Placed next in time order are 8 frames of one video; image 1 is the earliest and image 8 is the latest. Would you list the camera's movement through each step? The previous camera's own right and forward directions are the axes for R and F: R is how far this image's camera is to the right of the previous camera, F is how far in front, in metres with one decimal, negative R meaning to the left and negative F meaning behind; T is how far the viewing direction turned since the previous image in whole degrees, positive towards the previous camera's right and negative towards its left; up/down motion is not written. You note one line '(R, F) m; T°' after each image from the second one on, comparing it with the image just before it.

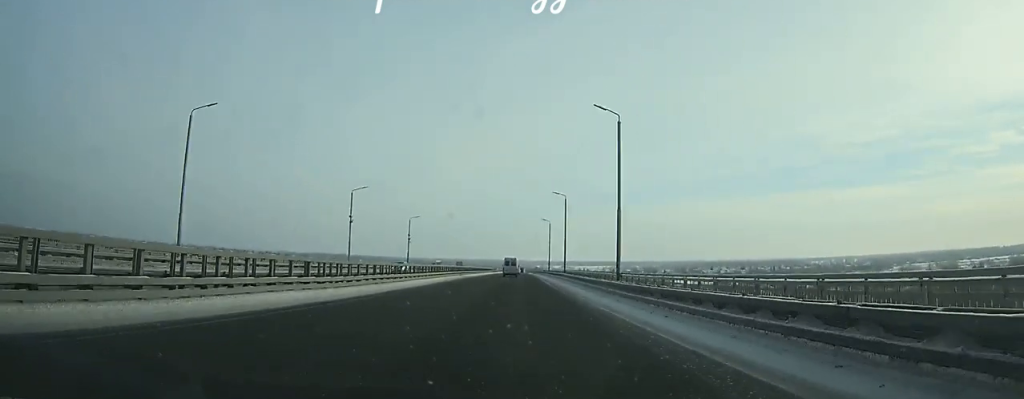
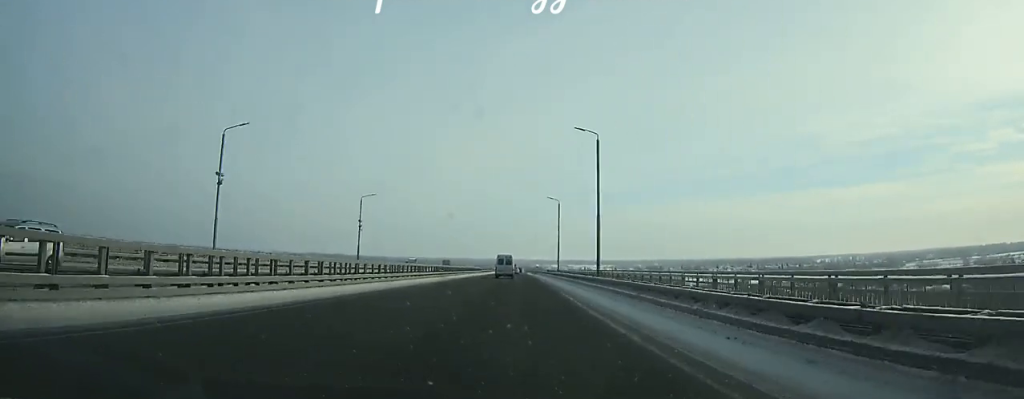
(0.0, +29.3) m; 0°
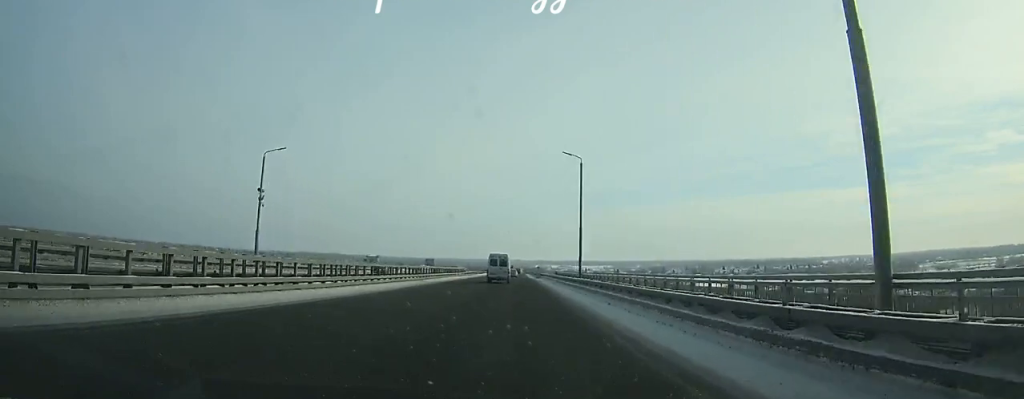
(0.0, +31.2) m; 0°
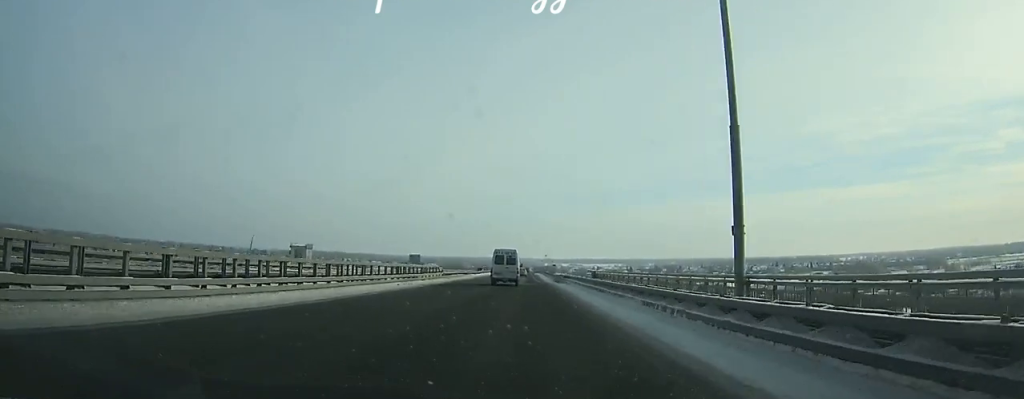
(-0.2, +33.0) m; 0°
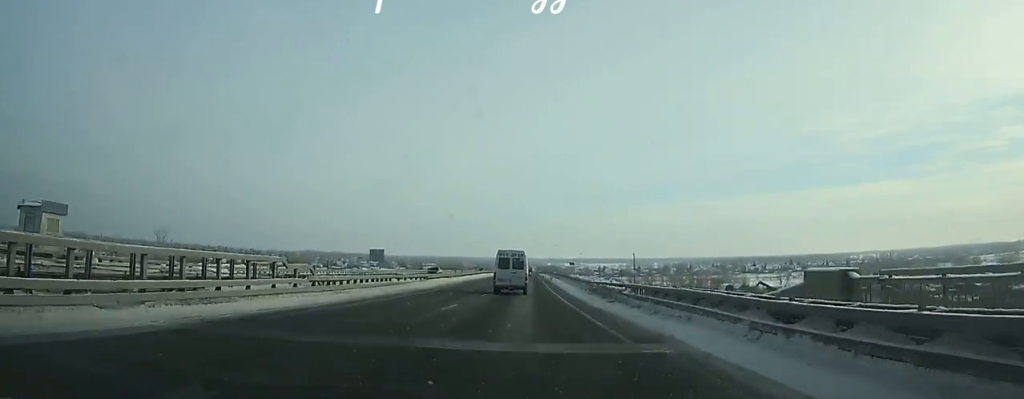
(-0.1, +36.8) m; 0°
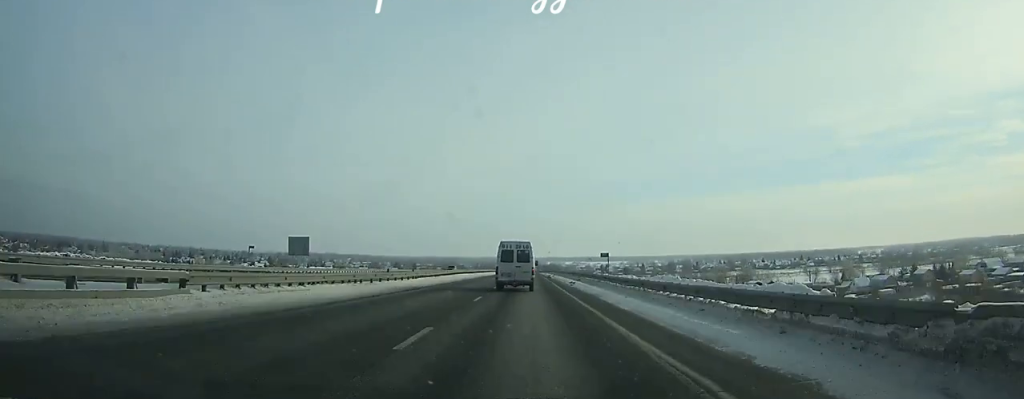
(+0.2, +34.4) m; 0°
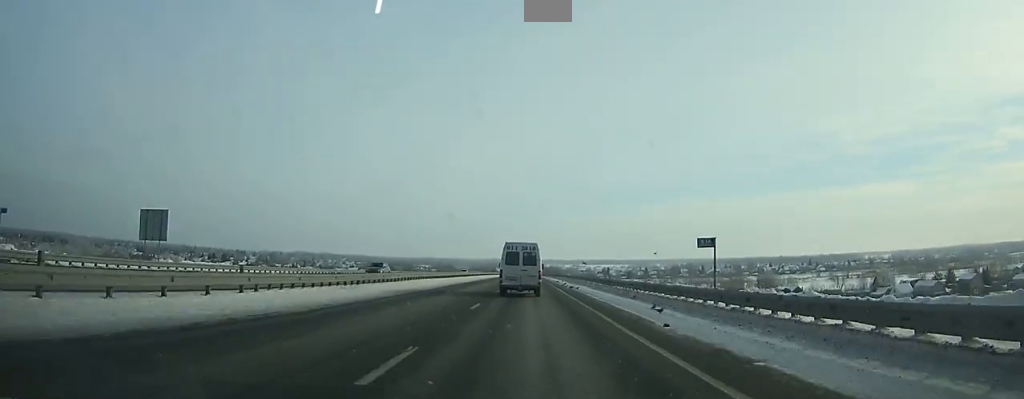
(-0.1, +26.7) m; 0°
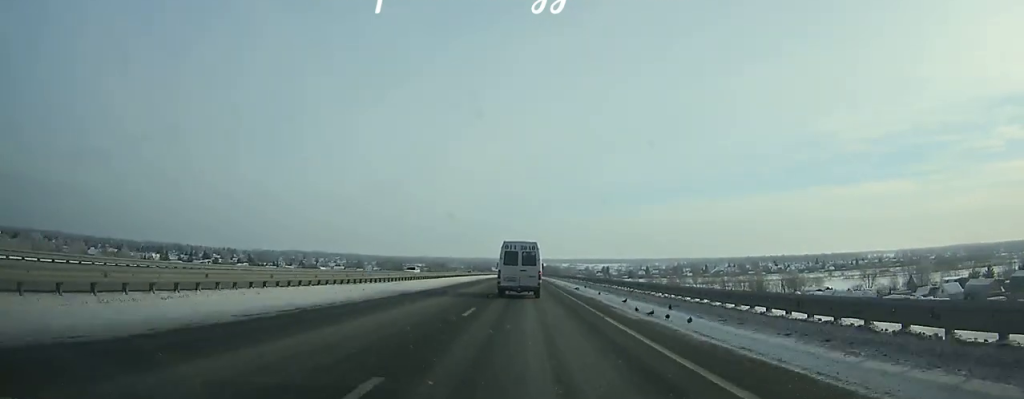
(0.0, +26.5) m; 0°
